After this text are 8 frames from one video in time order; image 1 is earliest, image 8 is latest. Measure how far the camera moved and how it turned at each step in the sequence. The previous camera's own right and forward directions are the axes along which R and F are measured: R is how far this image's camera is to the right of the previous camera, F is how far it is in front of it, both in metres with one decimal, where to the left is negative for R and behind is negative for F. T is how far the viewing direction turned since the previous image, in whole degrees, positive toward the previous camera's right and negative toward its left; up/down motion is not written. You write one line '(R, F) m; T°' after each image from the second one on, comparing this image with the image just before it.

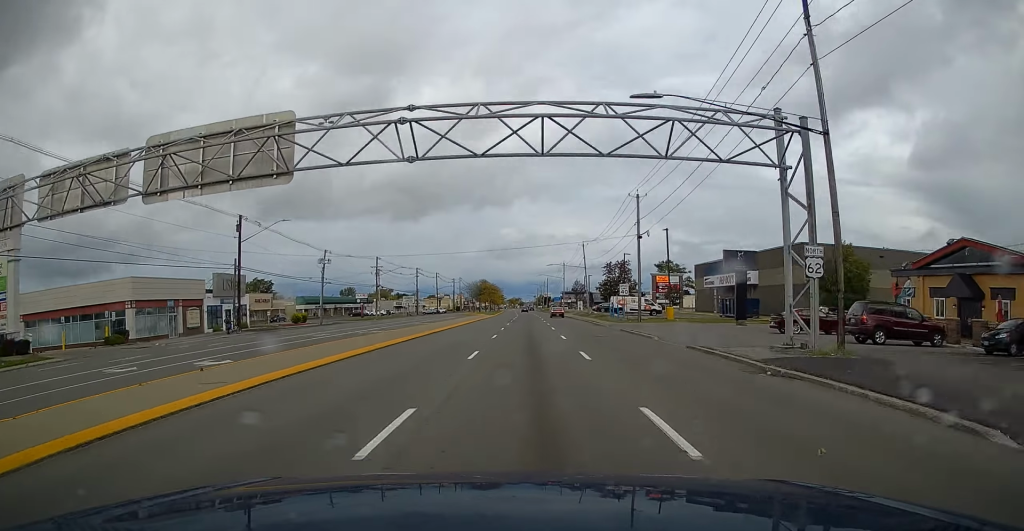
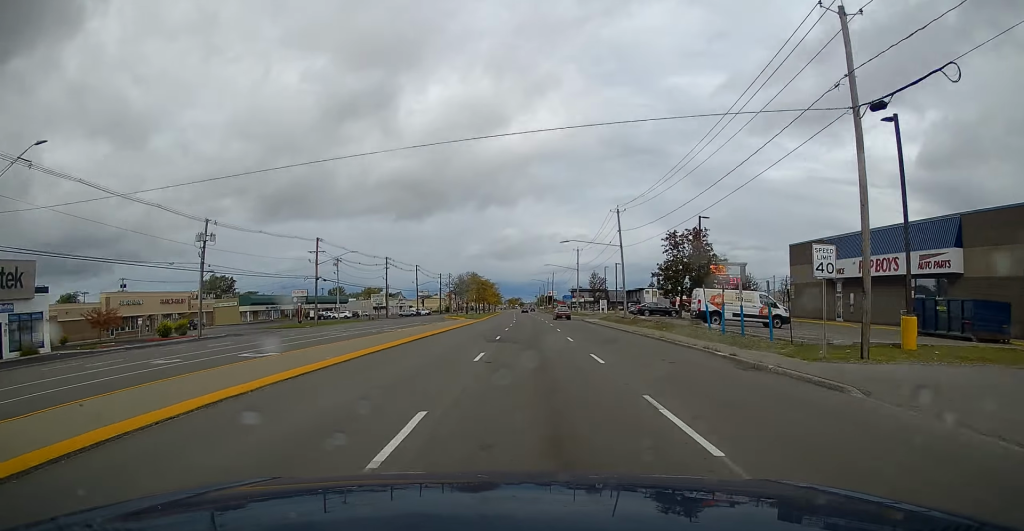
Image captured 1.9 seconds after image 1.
(-0.2, +36.3) m; 0°
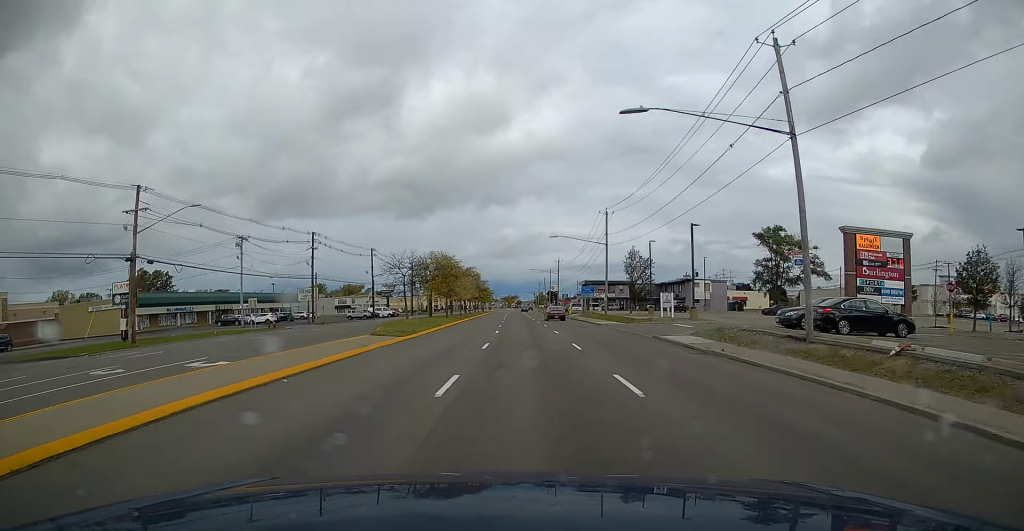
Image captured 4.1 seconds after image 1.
(0.0, +43.0) m; 0°
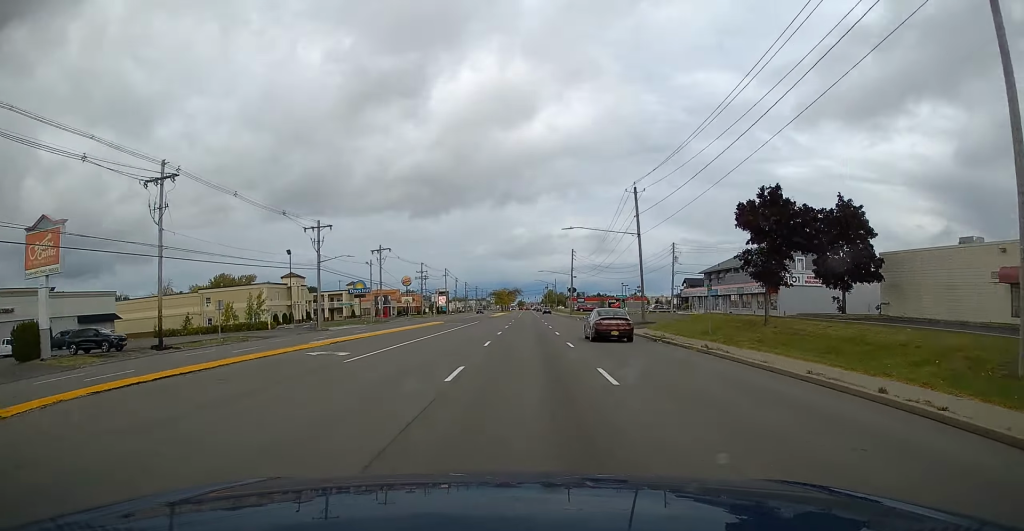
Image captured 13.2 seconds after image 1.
(-1.7, +168.7) m; 0°
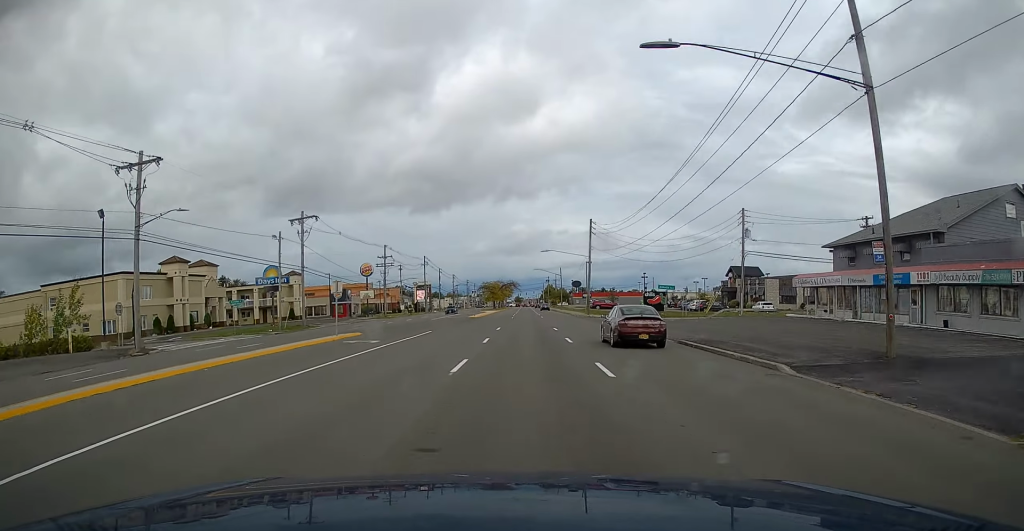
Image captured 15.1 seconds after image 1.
(+0.2, +35.2) m; 0°
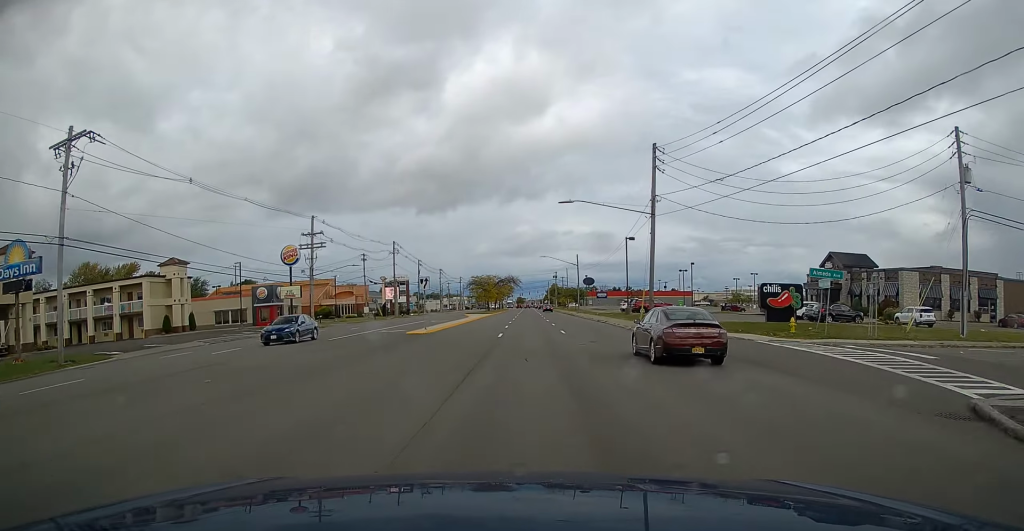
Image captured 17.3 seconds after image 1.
(+0.1, +38.1) m; 0°
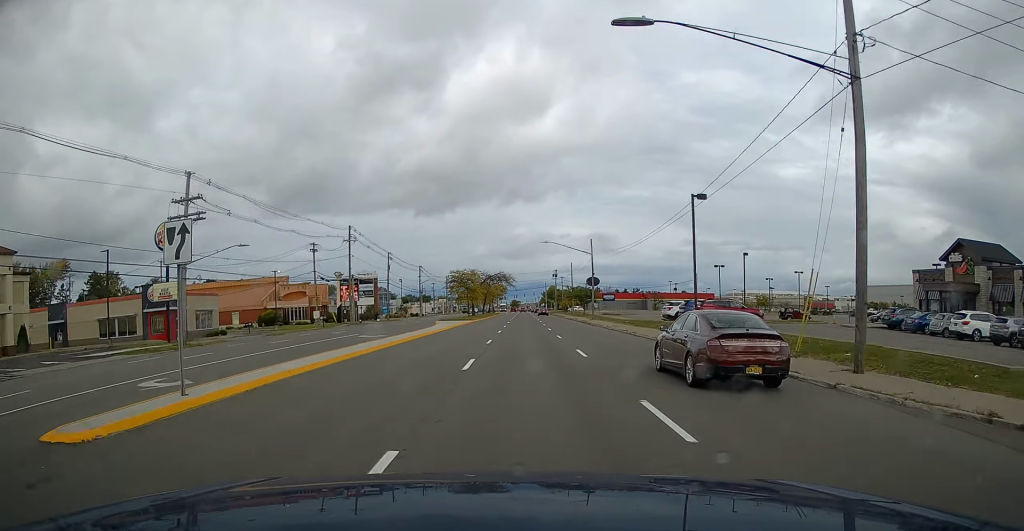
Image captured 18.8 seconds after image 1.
(+0.2, +27.0) m; 0°
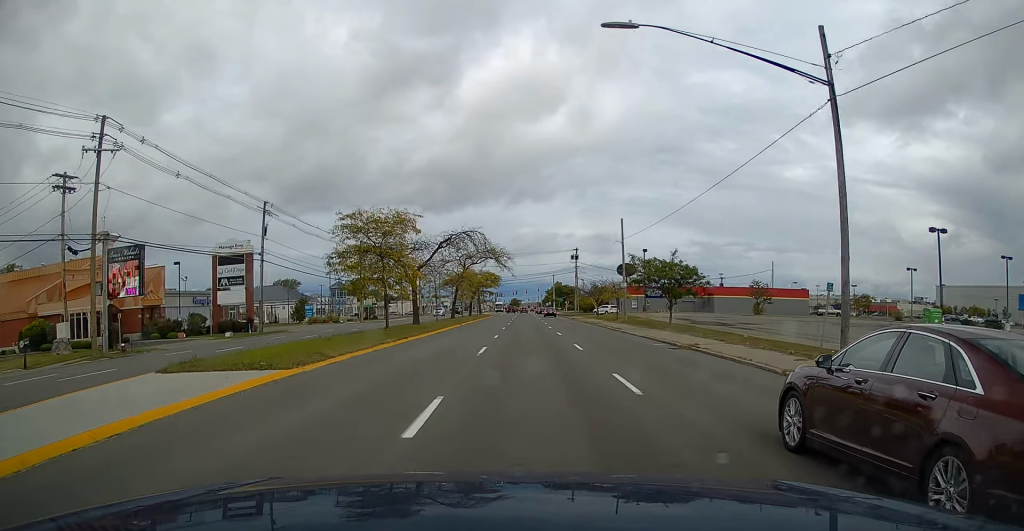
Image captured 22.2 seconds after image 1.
(-0.3, +56.0) m; 0°
